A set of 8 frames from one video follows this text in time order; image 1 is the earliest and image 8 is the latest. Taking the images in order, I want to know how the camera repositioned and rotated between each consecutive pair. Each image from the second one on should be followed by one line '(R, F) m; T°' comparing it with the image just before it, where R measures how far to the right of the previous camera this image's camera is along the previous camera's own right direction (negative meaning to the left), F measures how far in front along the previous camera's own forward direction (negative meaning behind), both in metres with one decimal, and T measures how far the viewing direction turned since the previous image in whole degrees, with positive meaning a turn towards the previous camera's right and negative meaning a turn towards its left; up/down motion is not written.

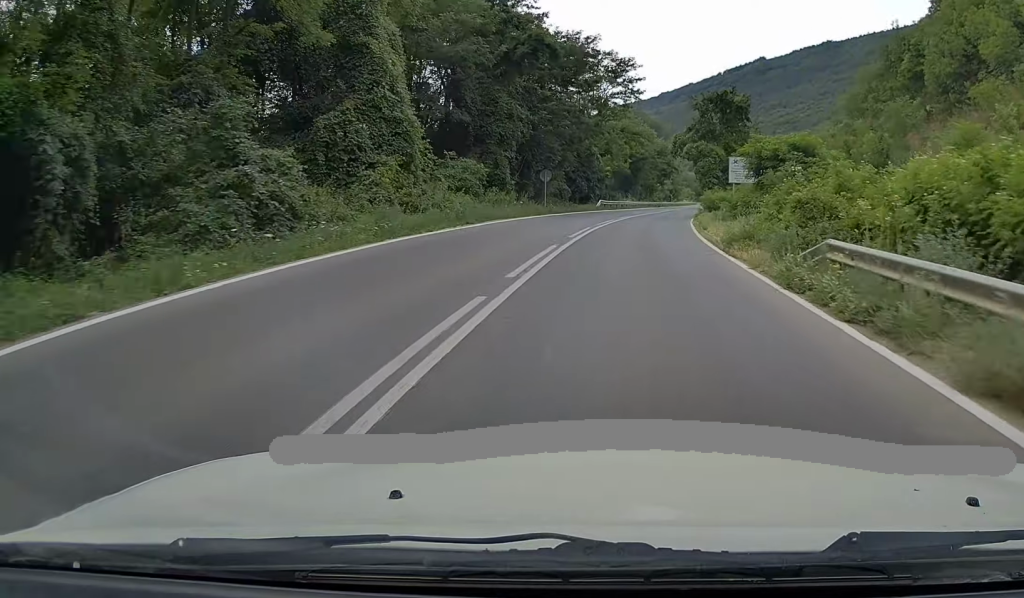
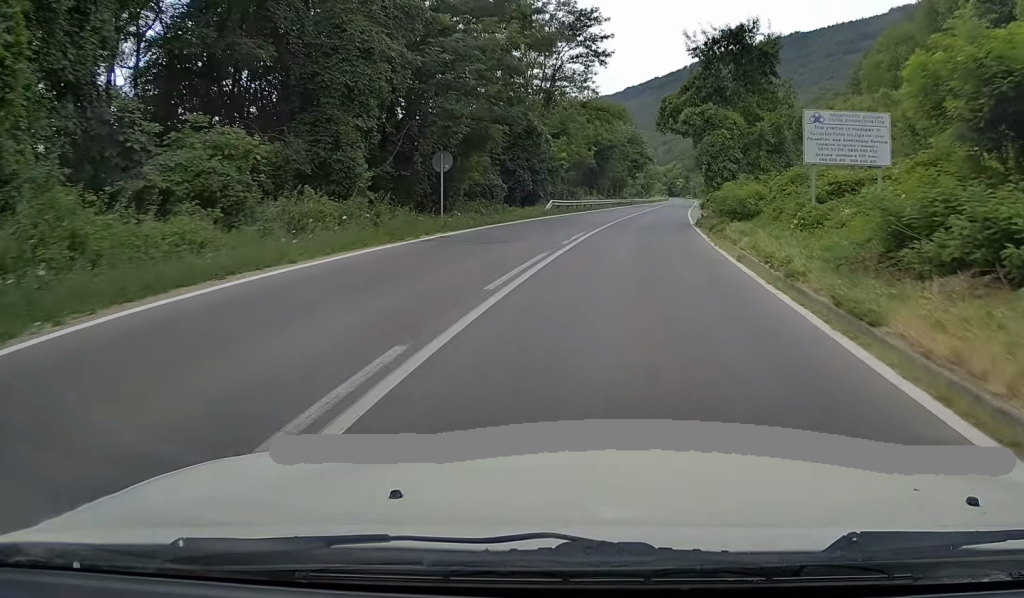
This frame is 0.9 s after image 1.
(+0.7, +19.8) m; +2°
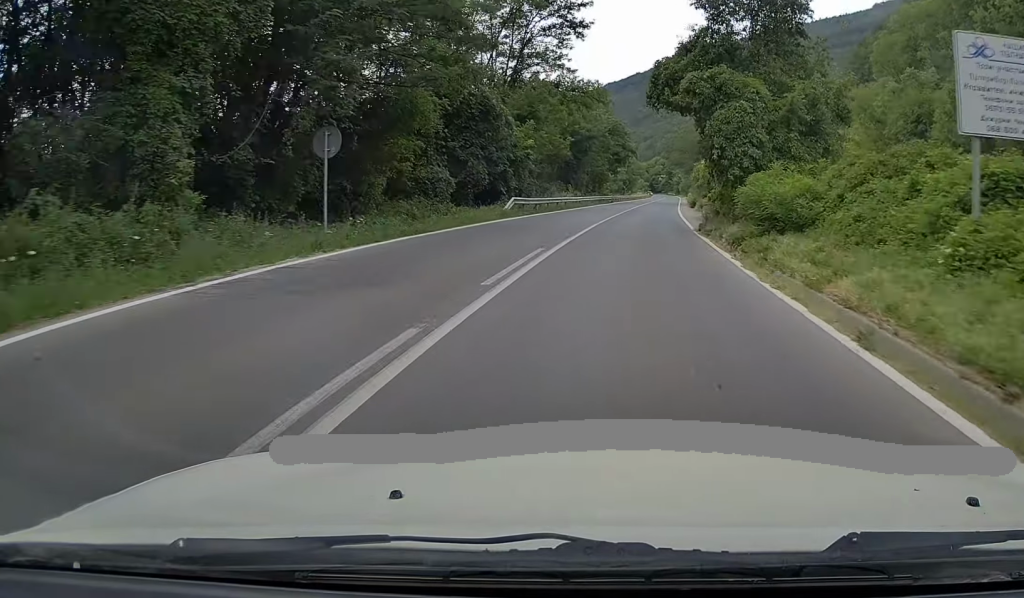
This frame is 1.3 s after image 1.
(+0.1, +8.8) m; +1°
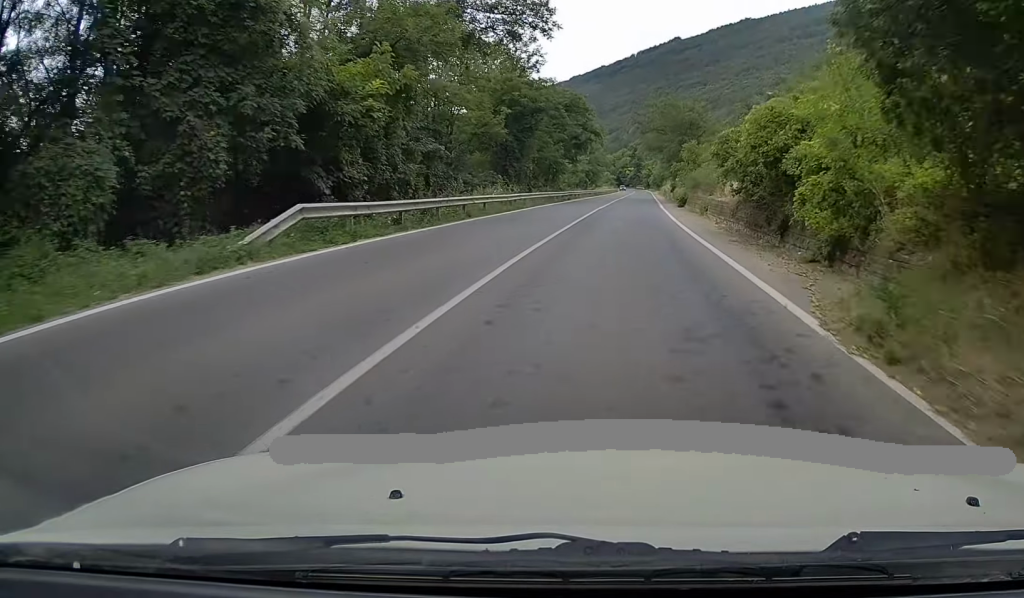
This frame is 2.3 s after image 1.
(0.0, +21.4) m; +1°
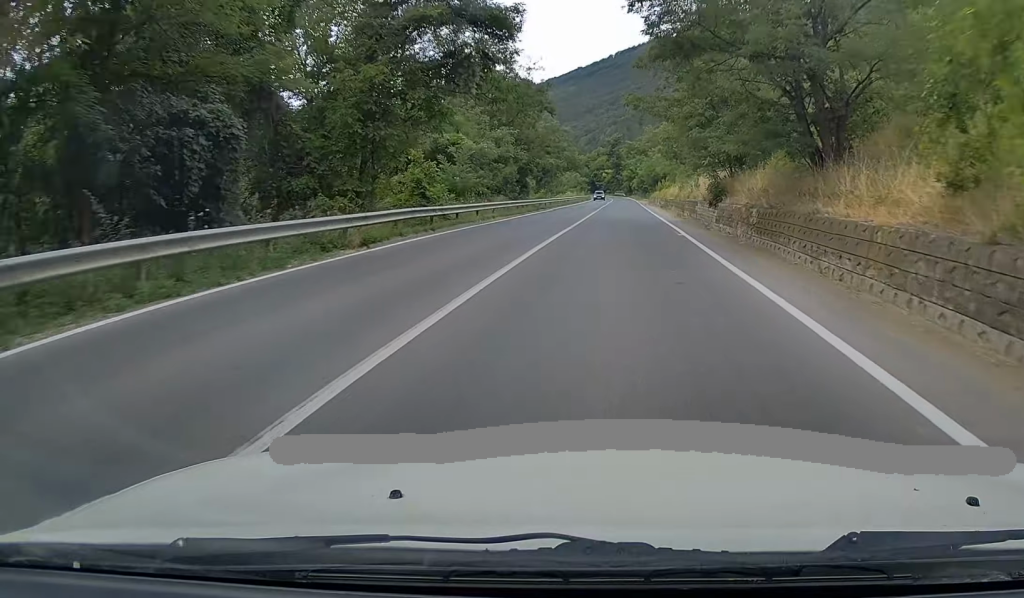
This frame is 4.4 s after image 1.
(+1.1, +48.2) m; +3°
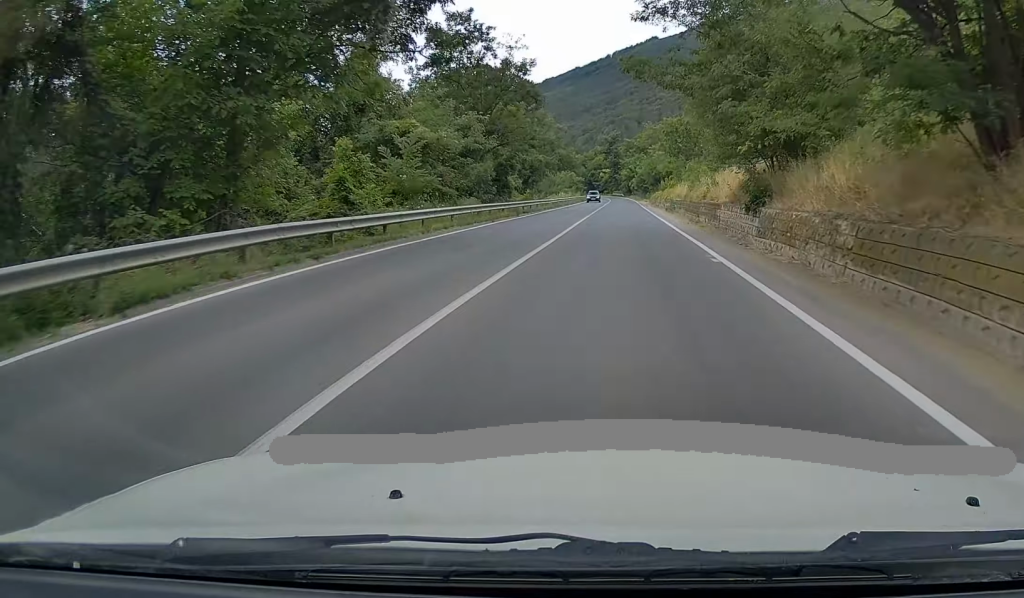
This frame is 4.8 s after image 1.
(+0.1, +8.9) m; 0°
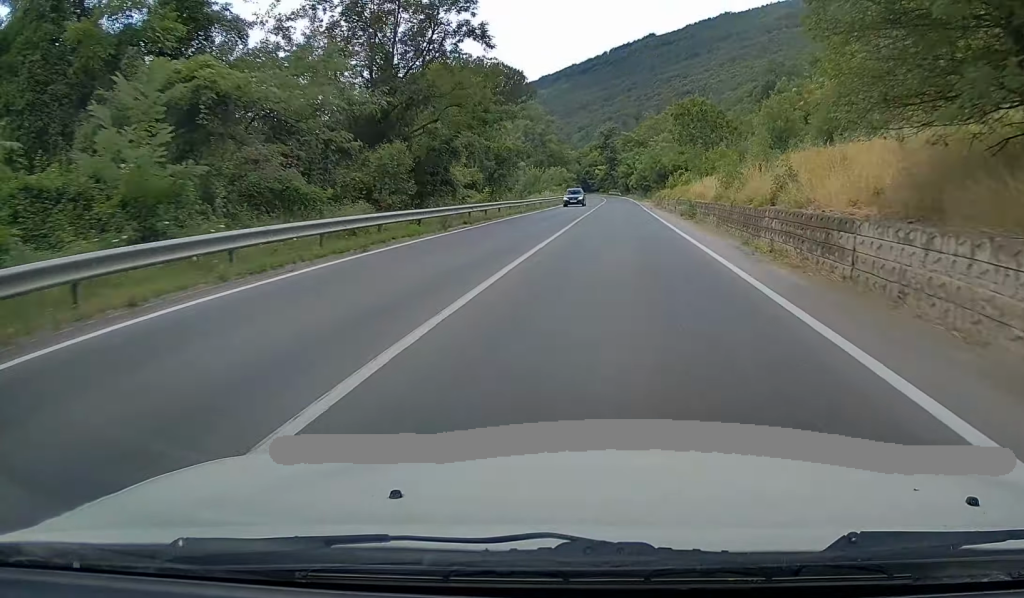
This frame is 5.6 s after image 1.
(+0.1, +16.4) m; 0°
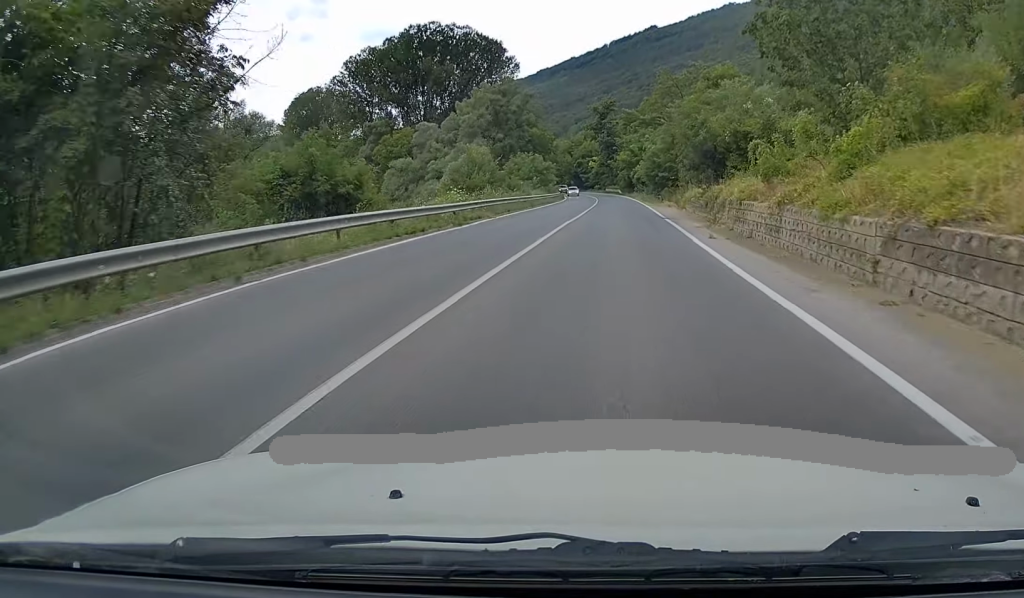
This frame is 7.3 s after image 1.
(-0.1, +39.0) m; -1°
